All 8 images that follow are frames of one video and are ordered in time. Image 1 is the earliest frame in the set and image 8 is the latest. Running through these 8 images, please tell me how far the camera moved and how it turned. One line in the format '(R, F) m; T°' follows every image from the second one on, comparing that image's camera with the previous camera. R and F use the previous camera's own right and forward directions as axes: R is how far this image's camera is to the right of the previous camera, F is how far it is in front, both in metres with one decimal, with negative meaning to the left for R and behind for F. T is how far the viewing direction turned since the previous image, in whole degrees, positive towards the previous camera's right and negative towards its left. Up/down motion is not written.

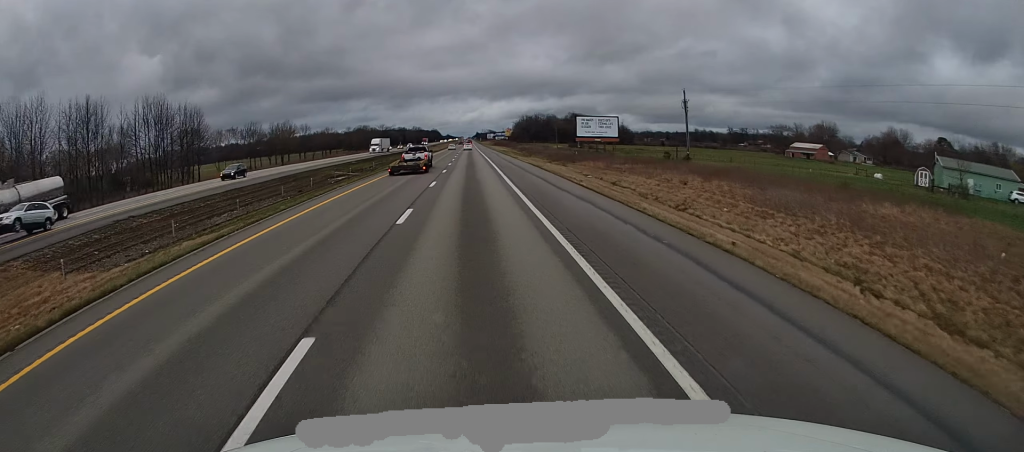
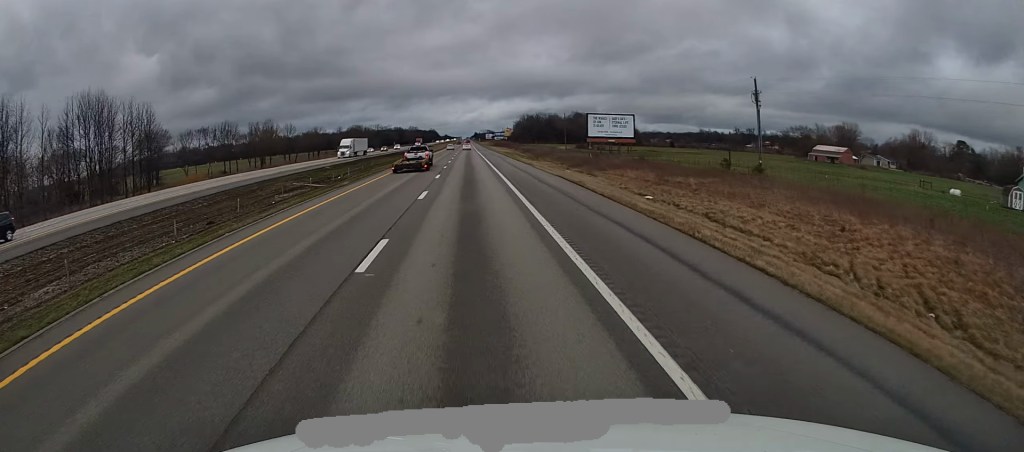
(0.0, +17.6) m; 0°
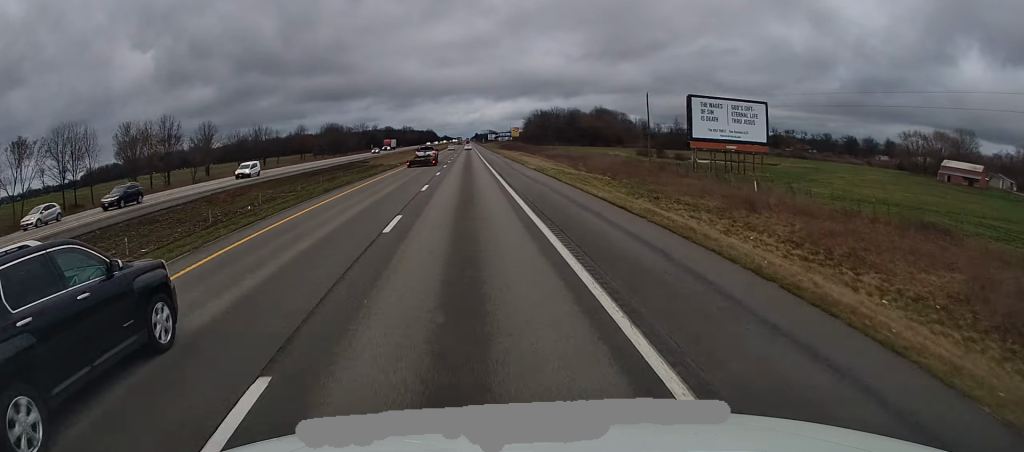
(-0.8, +68.0) m; -1°
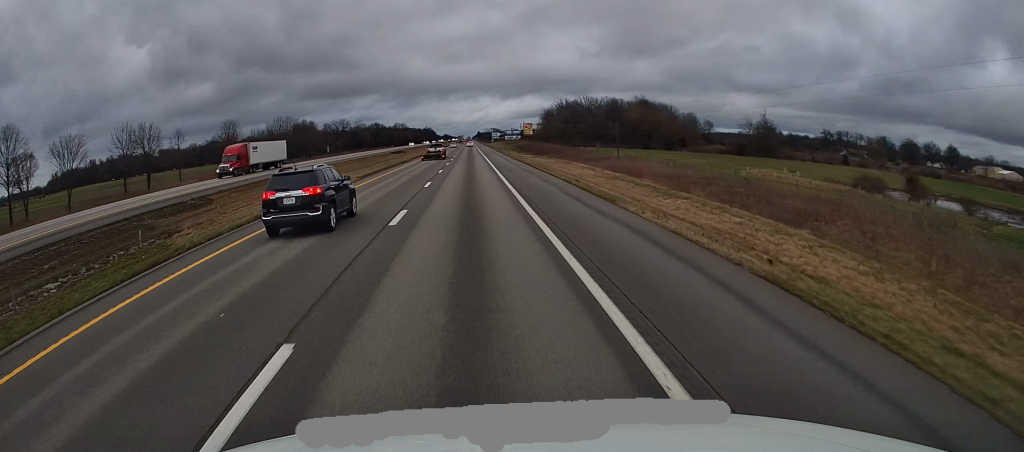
(+1.4, +71.4) m; +1°
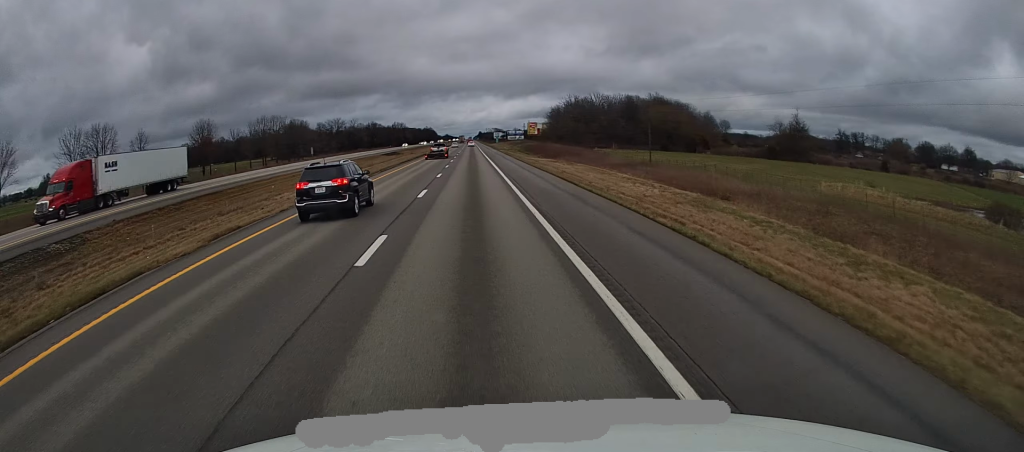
(-0.1, +17.0) m; 0°
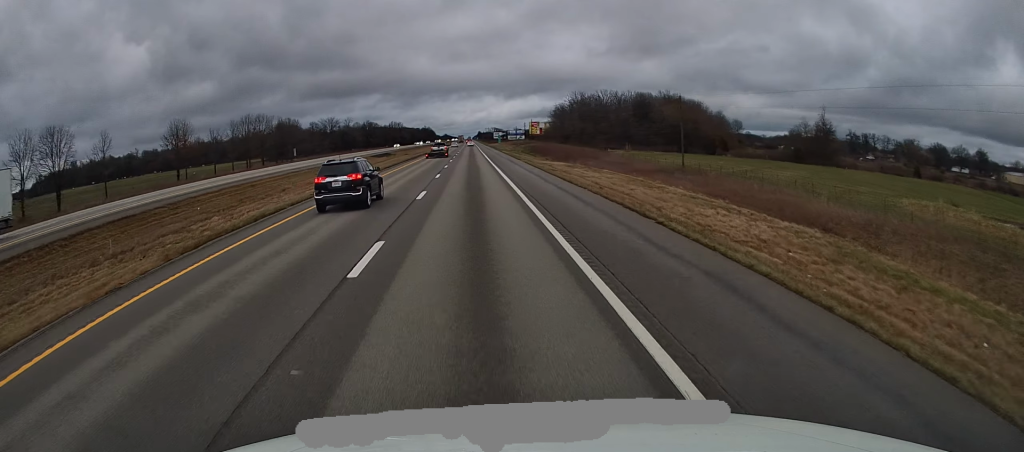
(-0.3, +13.0) m; 0°
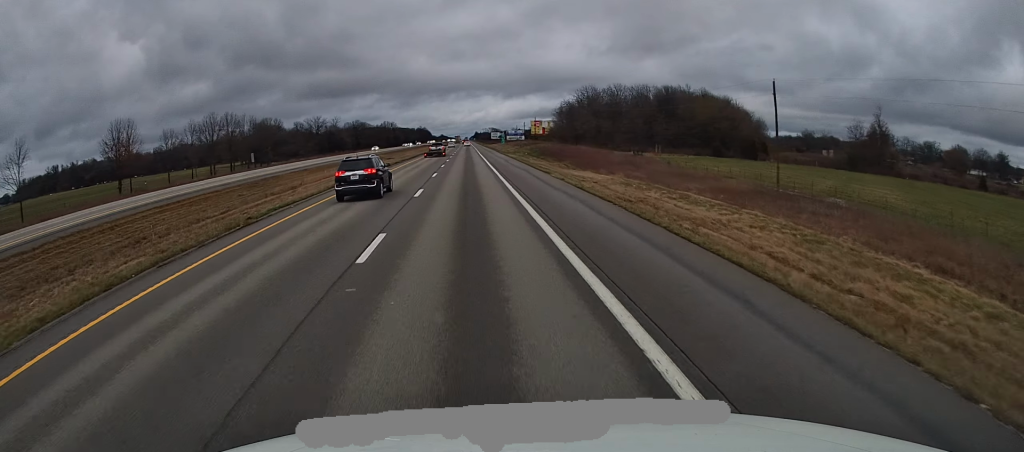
(+0.1, +23.1) m; 0°
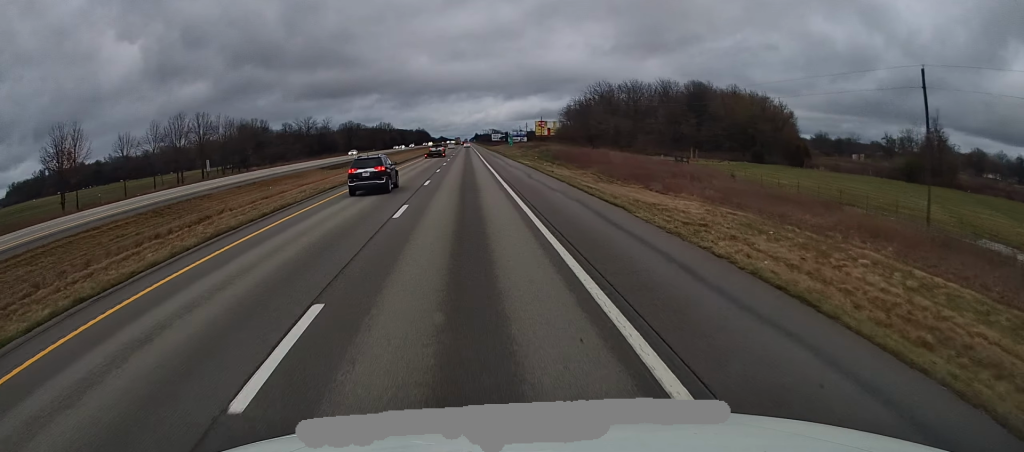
(+0.2, +18.1) m; 0°
